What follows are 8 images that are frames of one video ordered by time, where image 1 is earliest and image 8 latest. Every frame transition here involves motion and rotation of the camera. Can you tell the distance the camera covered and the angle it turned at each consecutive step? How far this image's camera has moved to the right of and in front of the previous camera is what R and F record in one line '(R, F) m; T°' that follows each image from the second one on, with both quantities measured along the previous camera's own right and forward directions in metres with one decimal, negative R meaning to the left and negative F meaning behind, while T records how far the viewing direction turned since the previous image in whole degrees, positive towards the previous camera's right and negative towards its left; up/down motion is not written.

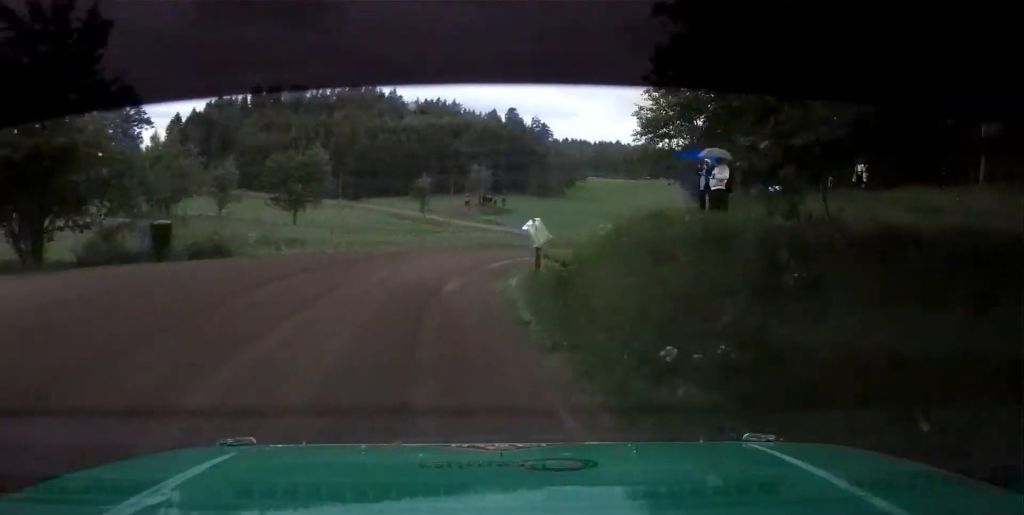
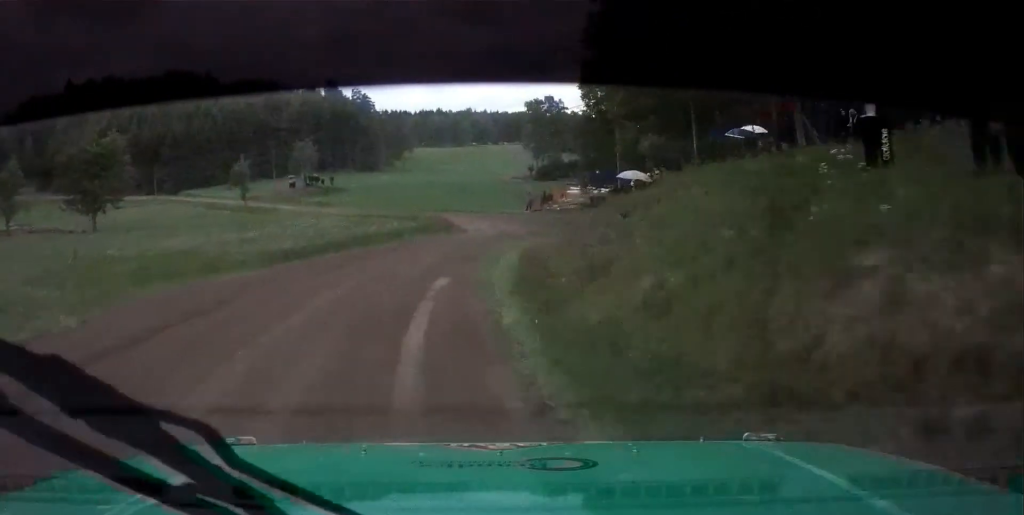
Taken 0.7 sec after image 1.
(+0.7, +14.8) m; +8°
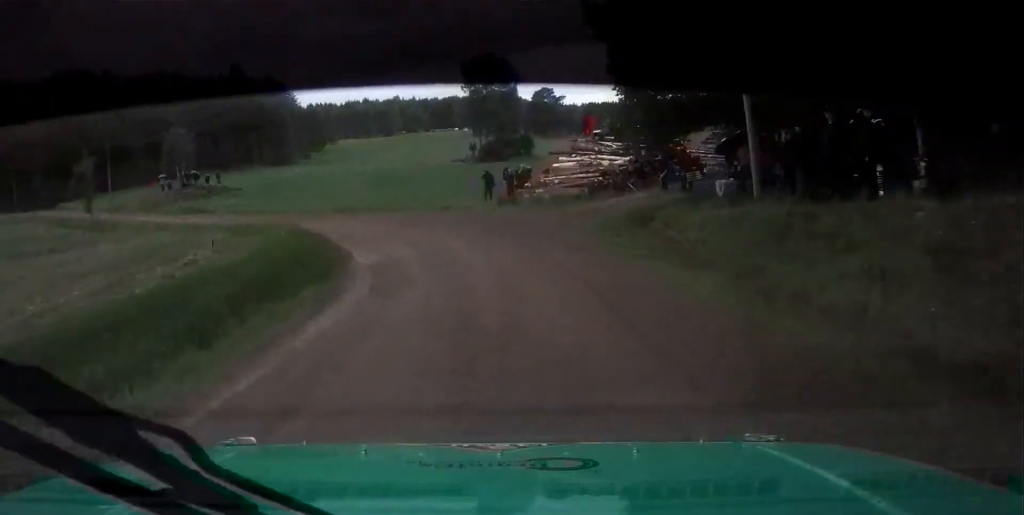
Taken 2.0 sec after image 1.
(+4.0, +28.9) m; +6°
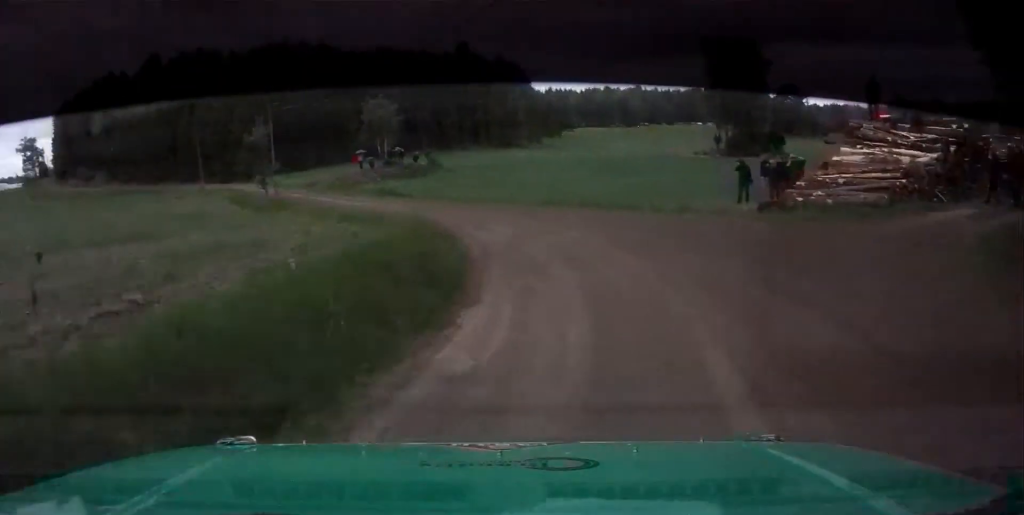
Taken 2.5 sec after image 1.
(+0.4, +10.8) m; -3°
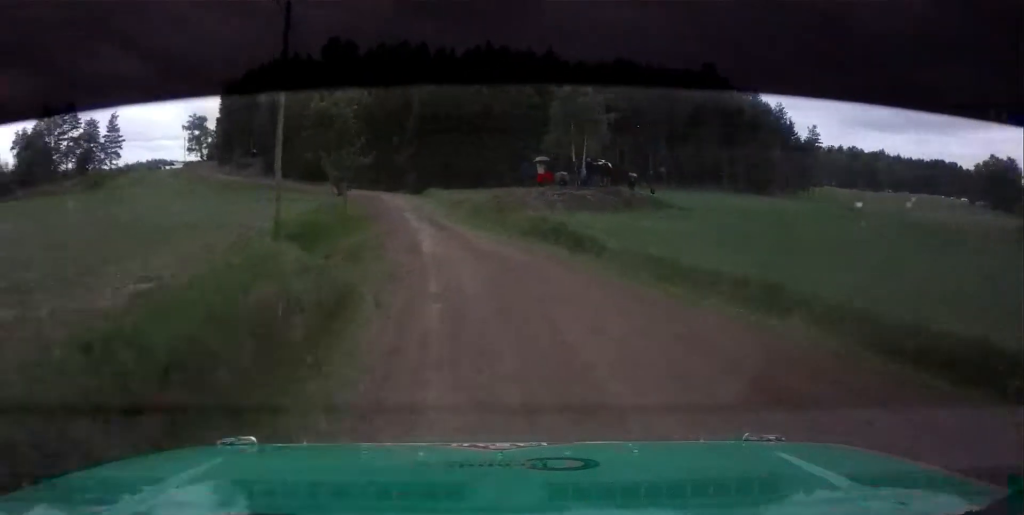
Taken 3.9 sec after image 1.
(-5.5, +31.4) m; -18°
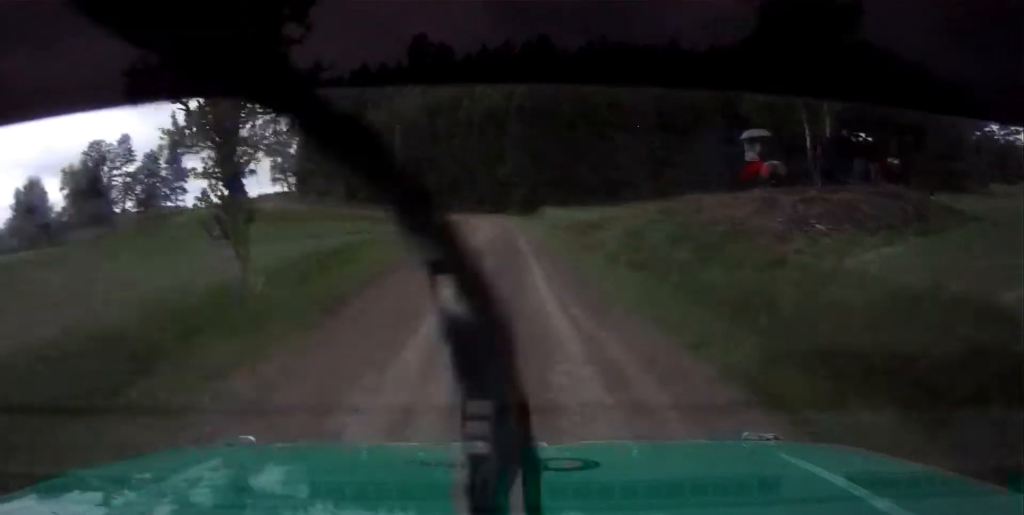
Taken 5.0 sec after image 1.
(-2.8, +26.0) m; -8°
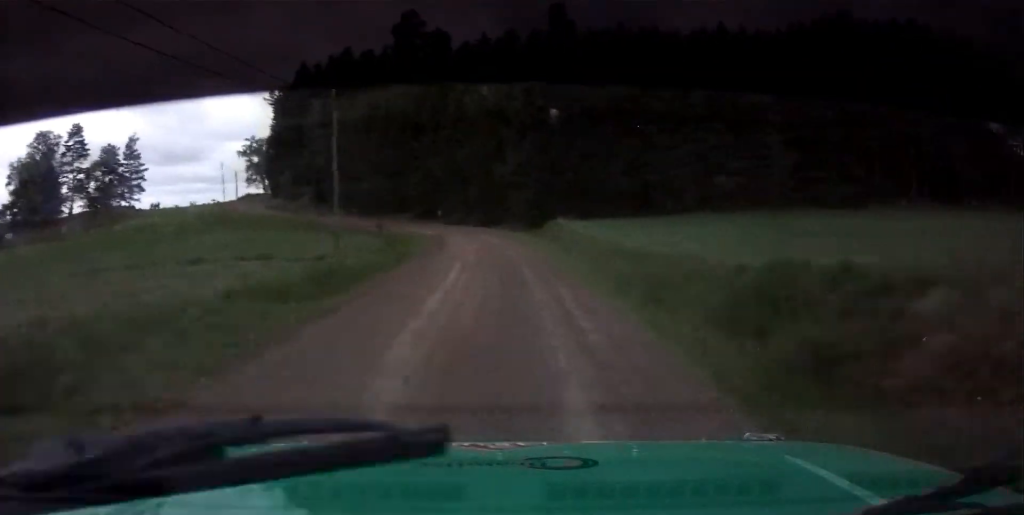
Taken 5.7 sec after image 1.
(-0.7, +20.8) m; -3°
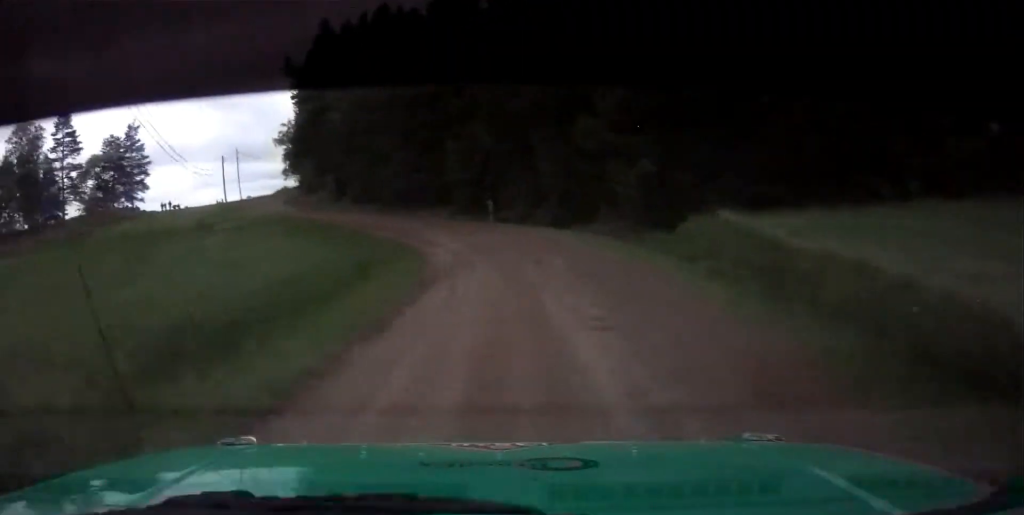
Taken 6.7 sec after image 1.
(-0.5, +26.9) m; -6°
